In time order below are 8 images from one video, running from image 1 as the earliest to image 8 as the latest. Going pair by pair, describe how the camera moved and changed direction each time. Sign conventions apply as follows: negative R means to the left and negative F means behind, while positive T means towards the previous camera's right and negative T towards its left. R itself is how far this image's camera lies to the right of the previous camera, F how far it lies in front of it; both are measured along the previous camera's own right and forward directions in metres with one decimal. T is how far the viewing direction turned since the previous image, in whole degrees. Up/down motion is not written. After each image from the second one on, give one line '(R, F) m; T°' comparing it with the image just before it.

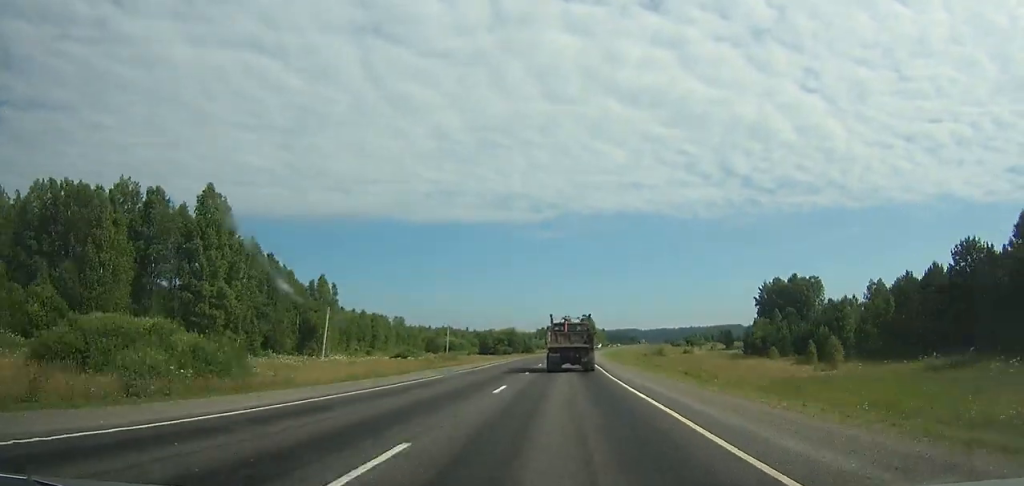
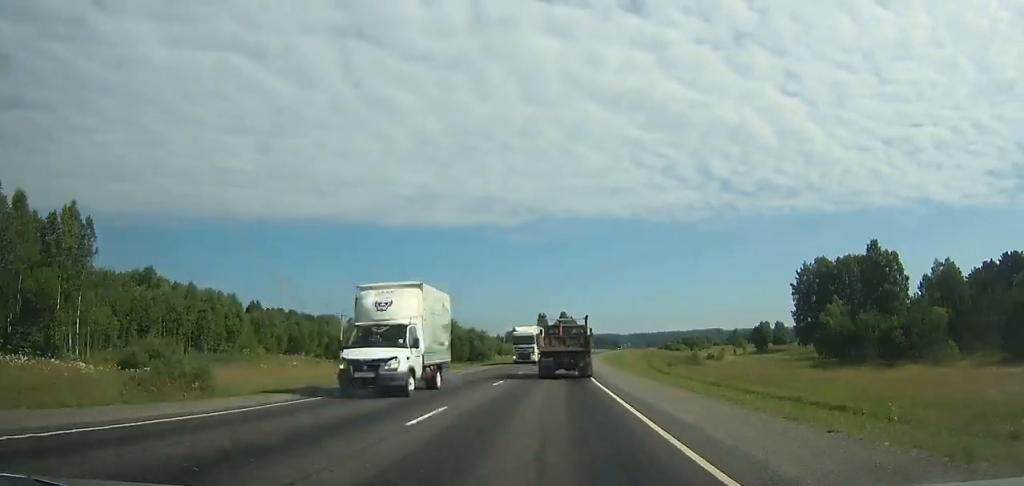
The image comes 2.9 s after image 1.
(+1.0, +55.1) m; +2°
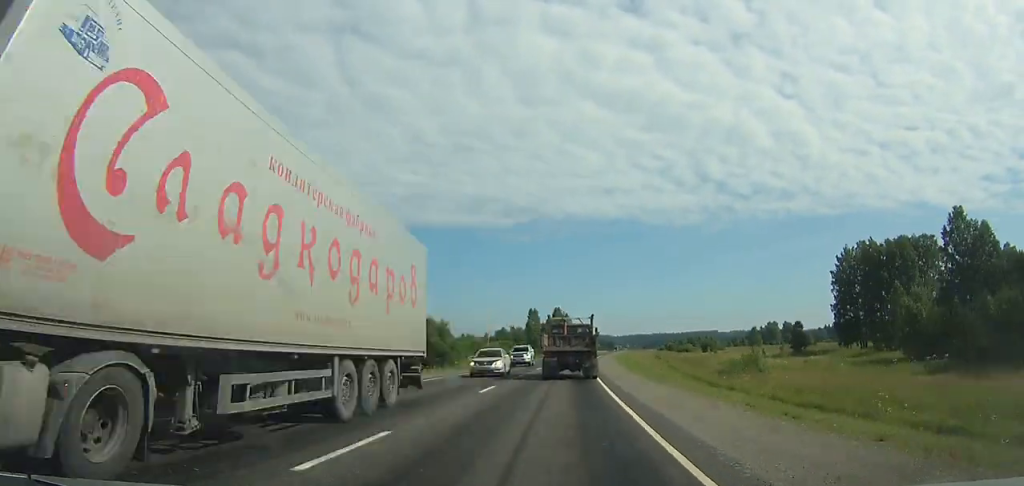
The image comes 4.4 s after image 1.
(+0.4, +27.9) m; +1°
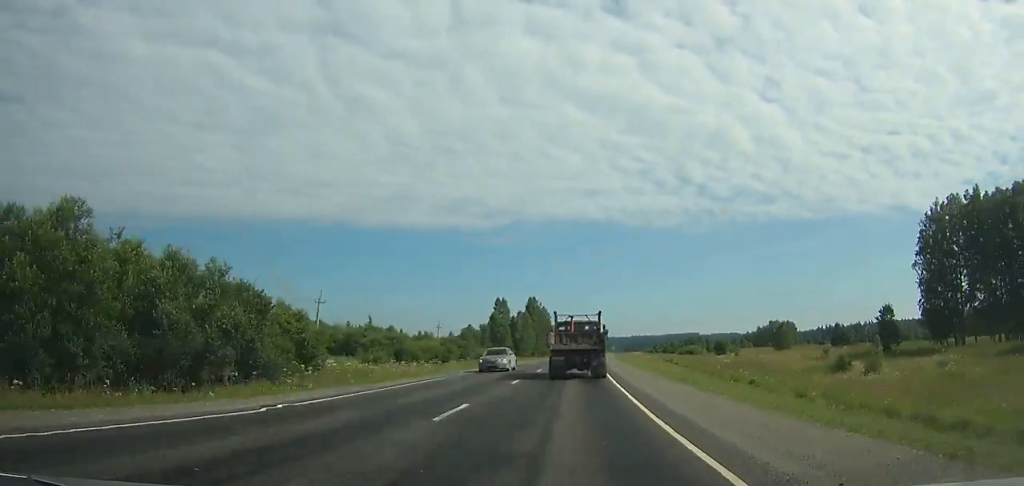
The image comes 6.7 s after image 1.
(+0.5, +42.3) m; +2°
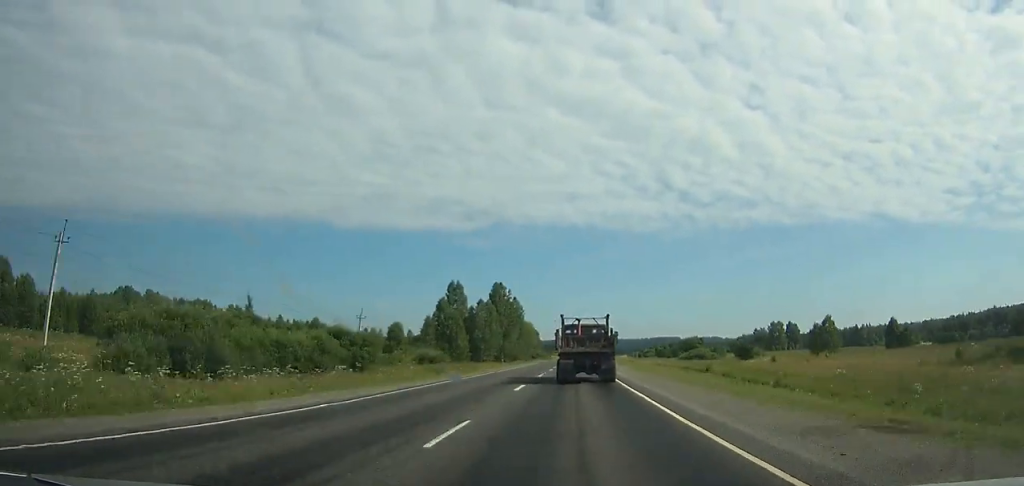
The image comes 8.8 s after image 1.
(+0.7, +38.0) m; +2°
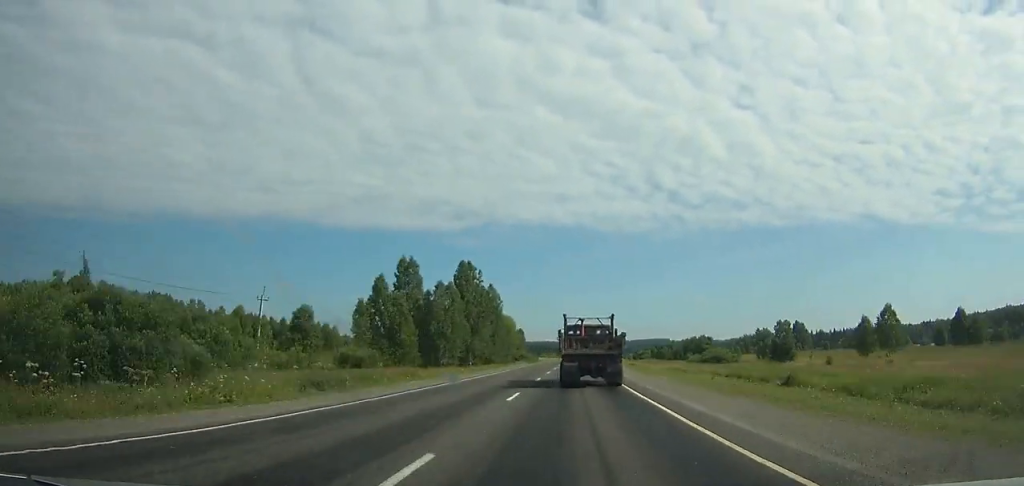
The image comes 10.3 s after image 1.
(+0.5, +26.6) m; +1°
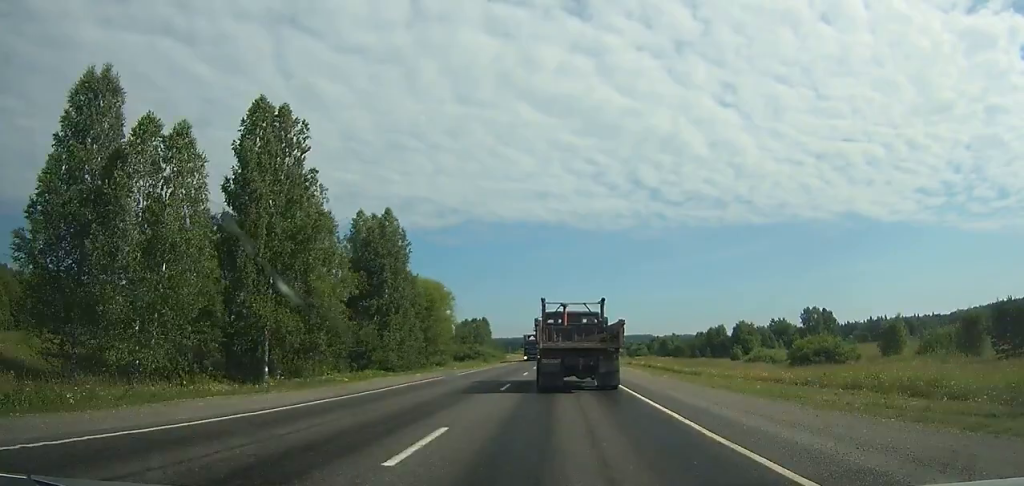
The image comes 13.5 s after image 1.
(+1.1, +55.7) m; +2°
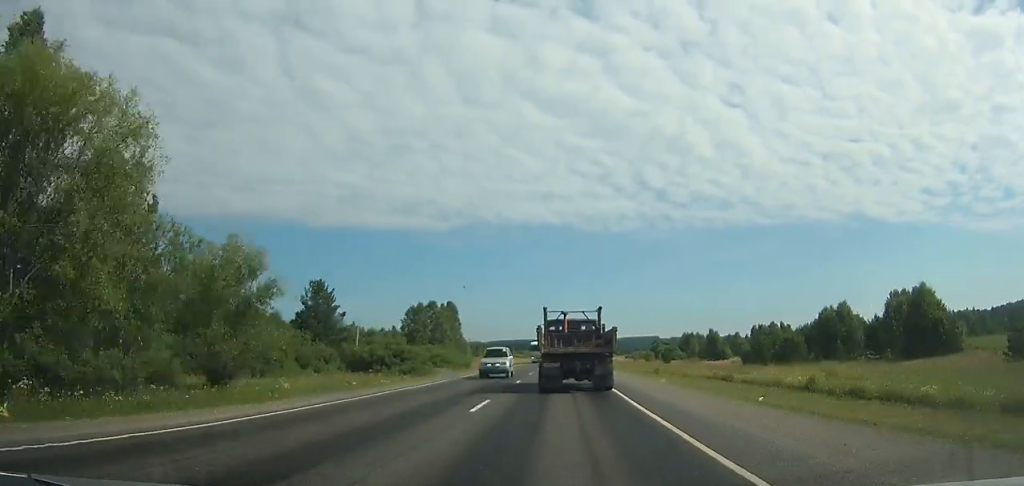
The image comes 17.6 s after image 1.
(+0.3, +69.1) m; 0°
